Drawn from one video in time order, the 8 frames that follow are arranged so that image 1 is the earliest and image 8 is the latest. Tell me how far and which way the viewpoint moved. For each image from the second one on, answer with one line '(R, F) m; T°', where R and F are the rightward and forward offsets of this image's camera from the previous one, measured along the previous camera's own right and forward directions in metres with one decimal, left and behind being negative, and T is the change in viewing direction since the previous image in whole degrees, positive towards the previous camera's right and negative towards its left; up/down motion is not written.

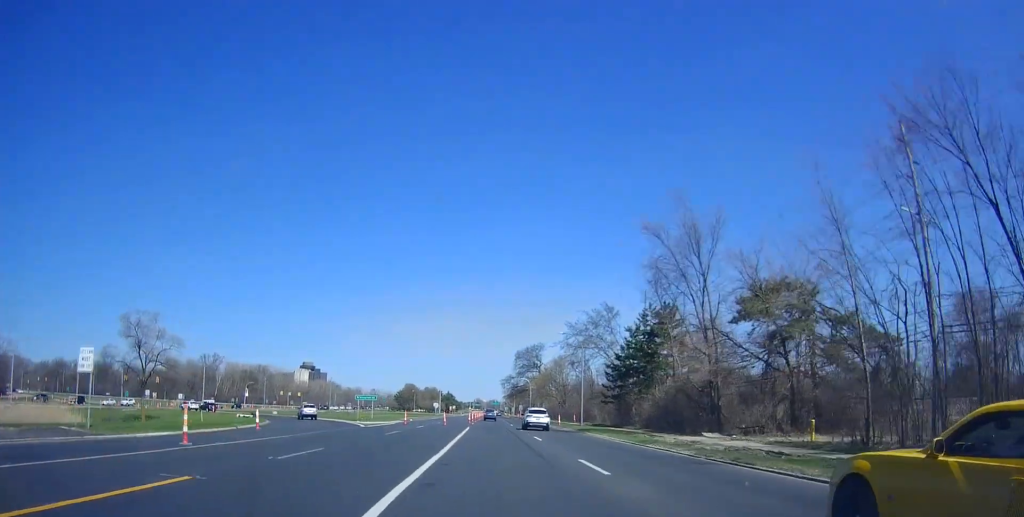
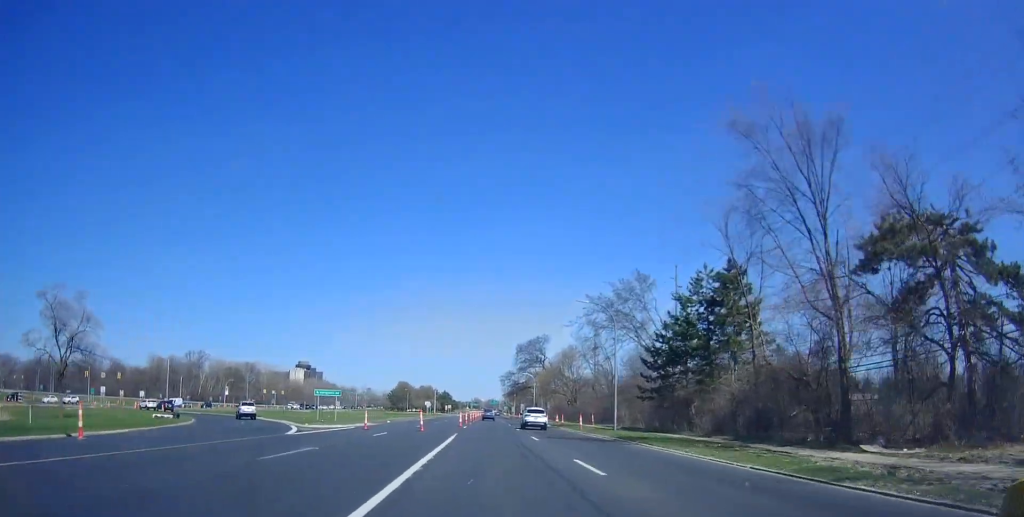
(-0.1, +15.5) m; 0°
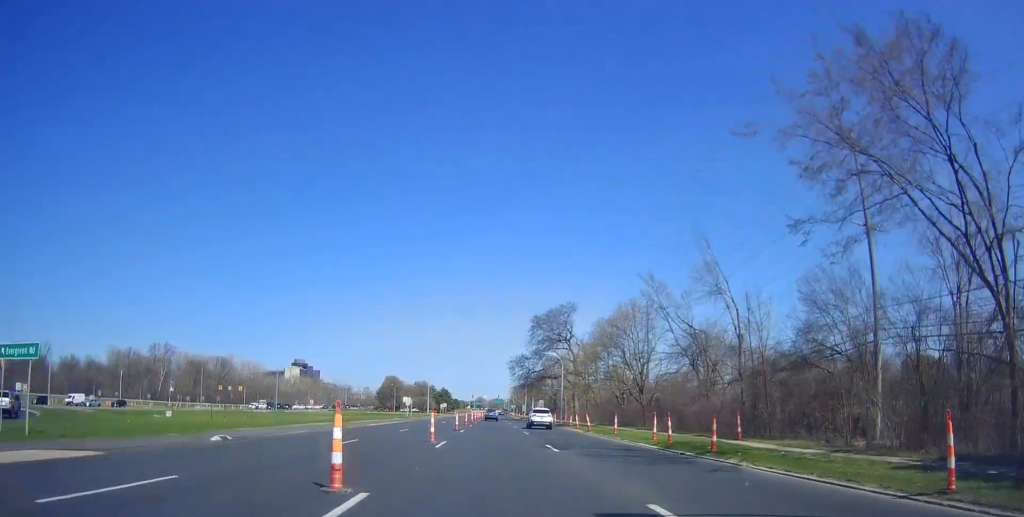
(+0.1, +38.7) m; +1°
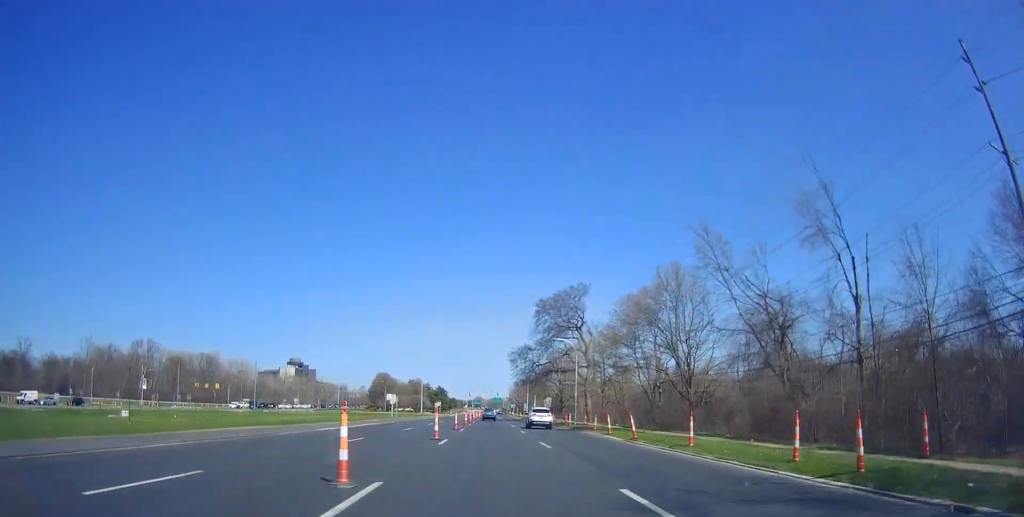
(0.0, +13.7) m; 0°
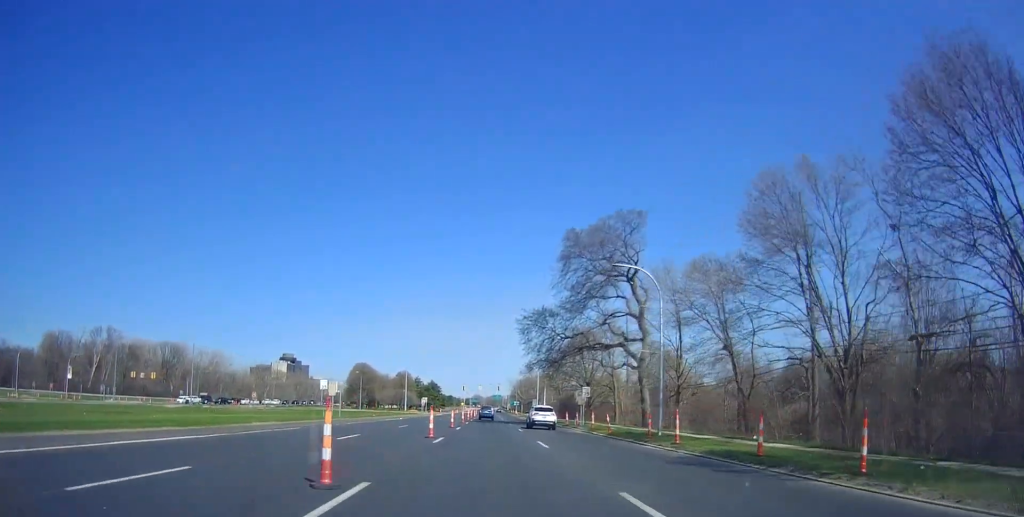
(-0.2, +31.5) m; -2°
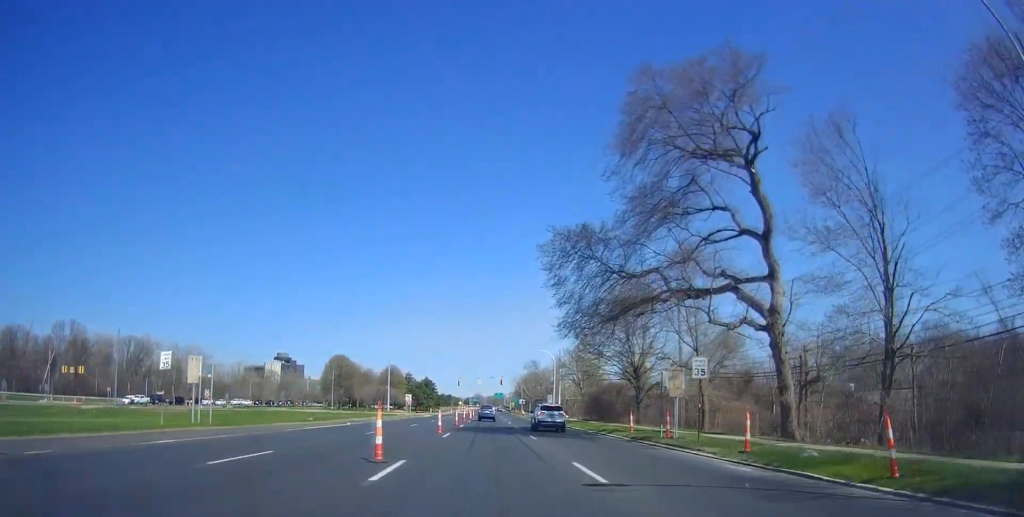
(-0.4, +26.5) m; -1°
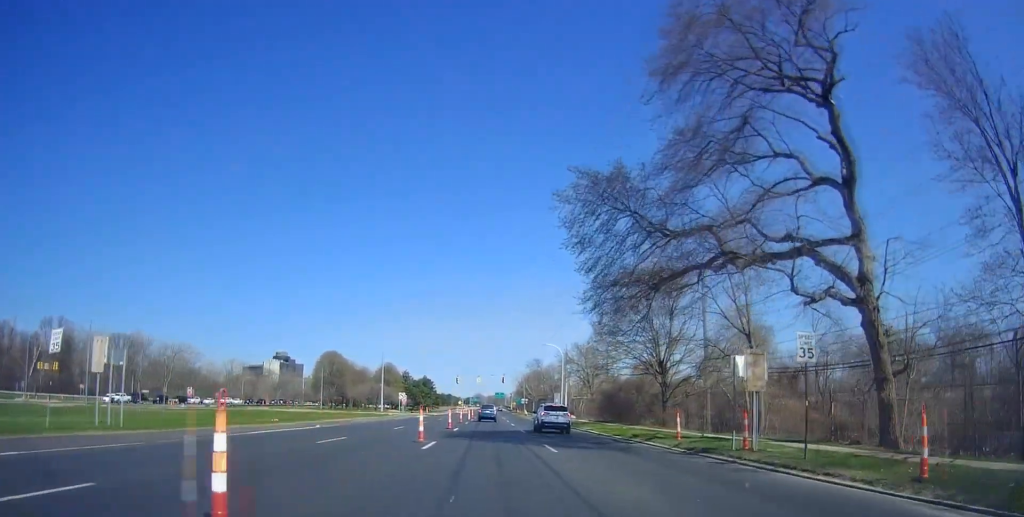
(0.0, +8.1) m; +1°
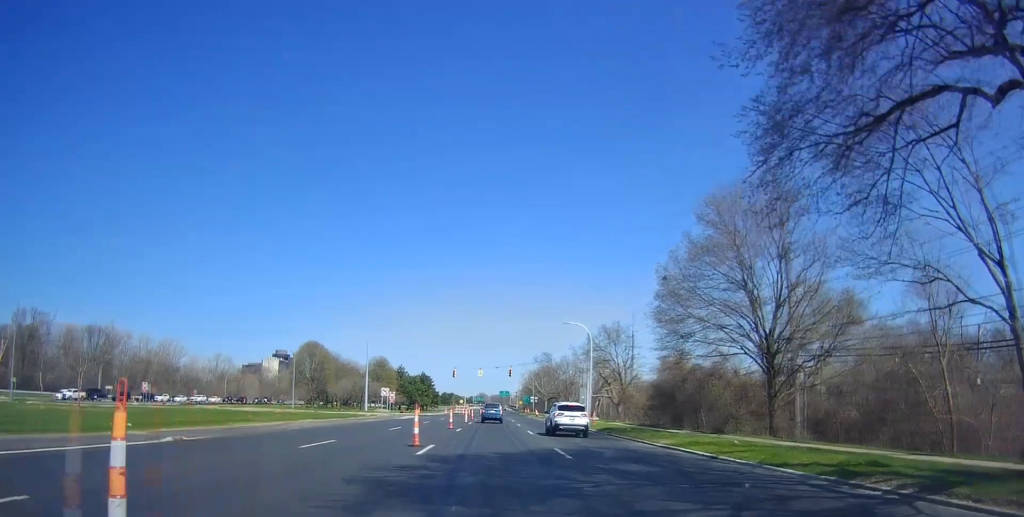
(+0.3, +18.5) m; +1°
